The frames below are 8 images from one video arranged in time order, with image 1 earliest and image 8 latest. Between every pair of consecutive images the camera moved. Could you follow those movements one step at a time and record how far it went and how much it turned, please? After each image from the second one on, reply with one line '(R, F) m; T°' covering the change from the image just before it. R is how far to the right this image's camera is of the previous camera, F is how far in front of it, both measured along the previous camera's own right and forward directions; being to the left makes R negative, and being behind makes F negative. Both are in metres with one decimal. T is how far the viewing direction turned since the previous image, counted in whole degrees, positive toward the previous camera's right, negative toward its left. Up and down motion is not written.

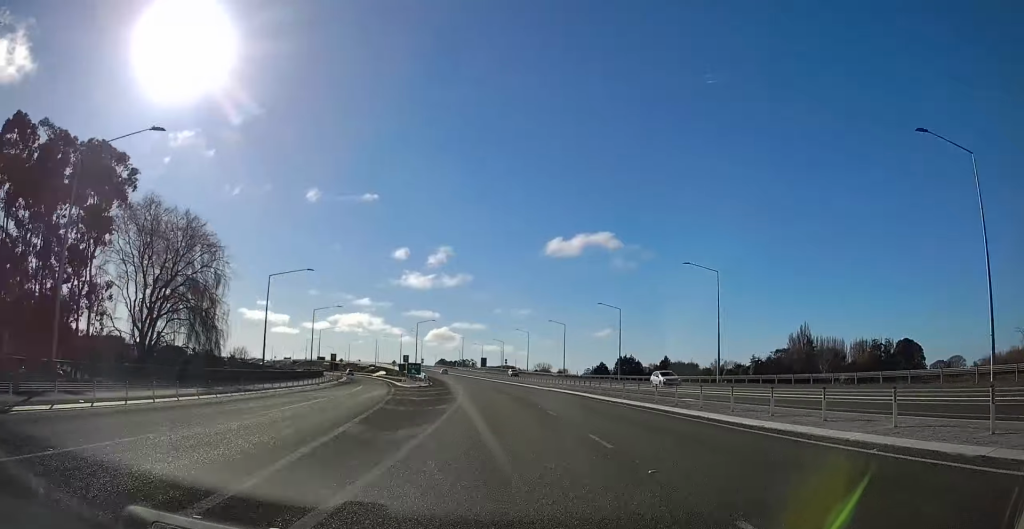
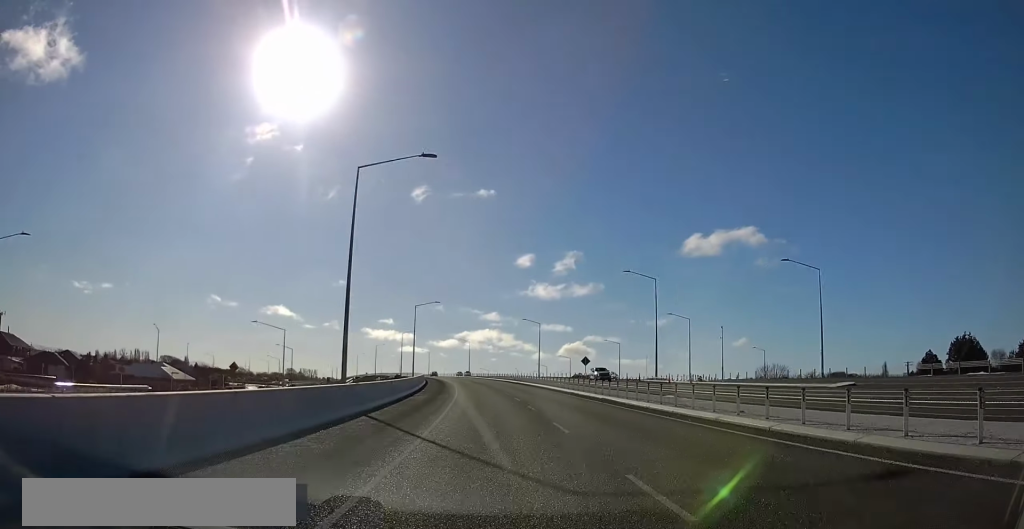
(-11.3, +167.2) m; -9°
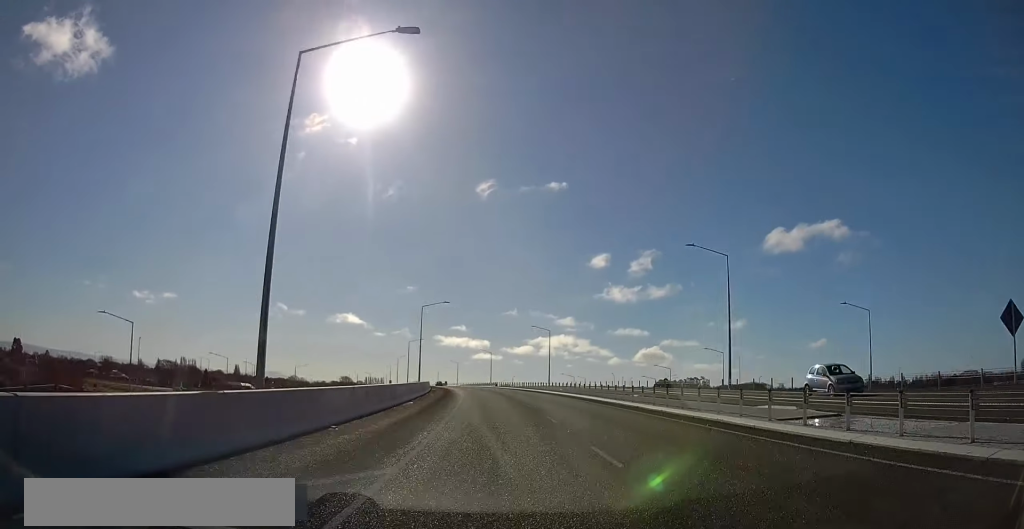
(-7.7, +85.5) m; -8°
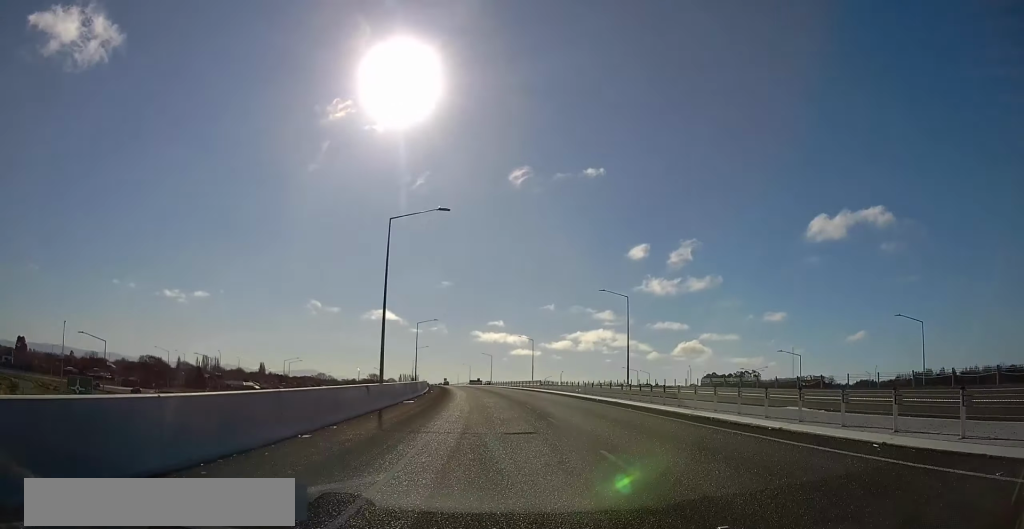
(-2.9, +51.3) m; -3°
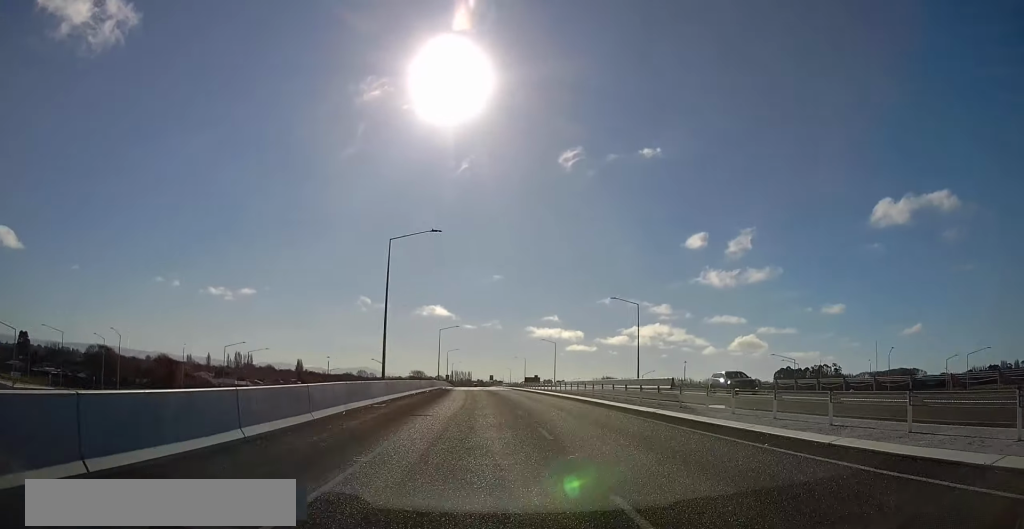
(-3.3, +75.4) m; -4°
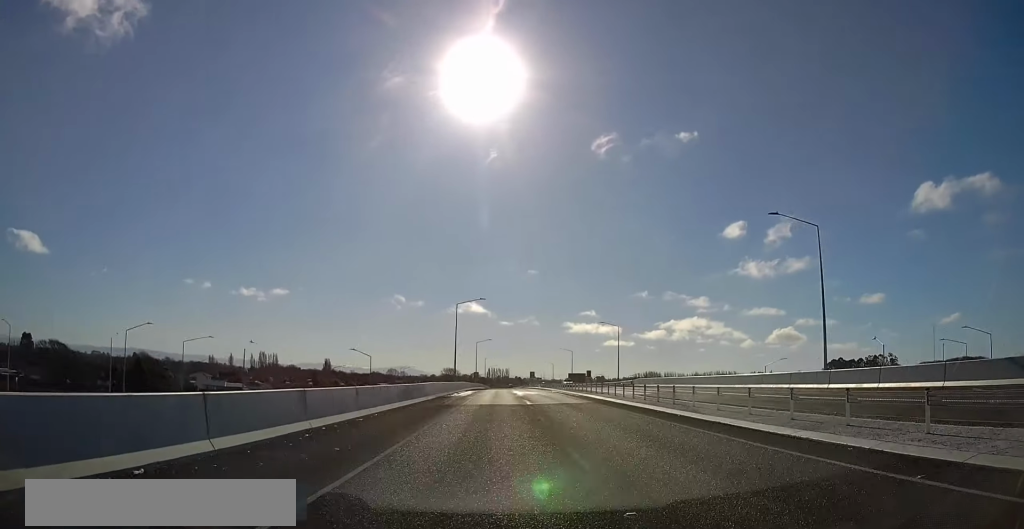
(-1.3, +45.1) m; -1°
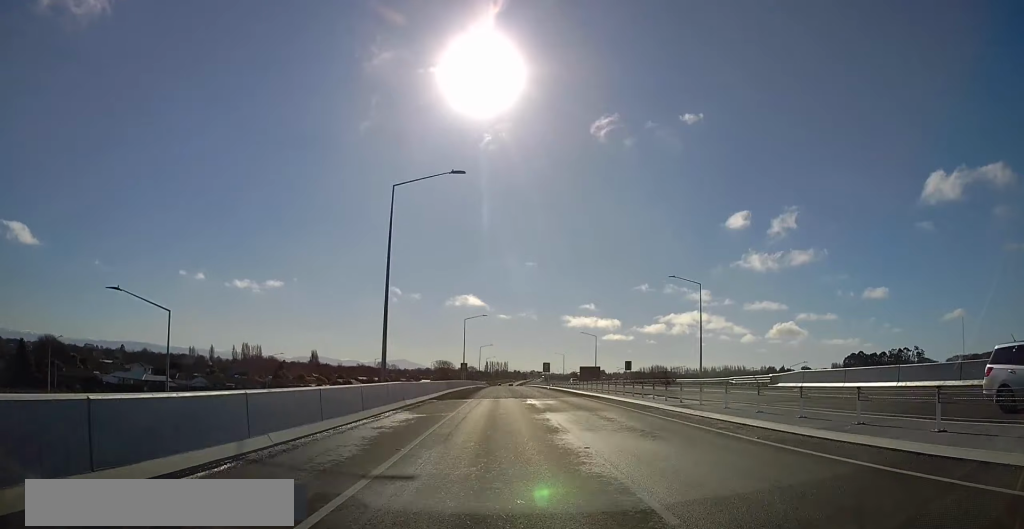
(-0.3, +54.1) m; -1°
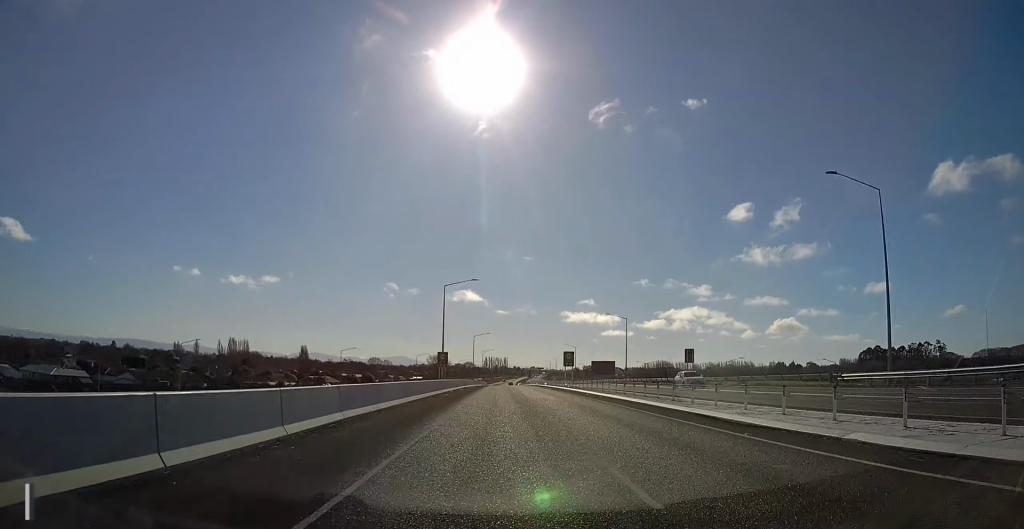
(+0.3, +39.2) m; 0°
